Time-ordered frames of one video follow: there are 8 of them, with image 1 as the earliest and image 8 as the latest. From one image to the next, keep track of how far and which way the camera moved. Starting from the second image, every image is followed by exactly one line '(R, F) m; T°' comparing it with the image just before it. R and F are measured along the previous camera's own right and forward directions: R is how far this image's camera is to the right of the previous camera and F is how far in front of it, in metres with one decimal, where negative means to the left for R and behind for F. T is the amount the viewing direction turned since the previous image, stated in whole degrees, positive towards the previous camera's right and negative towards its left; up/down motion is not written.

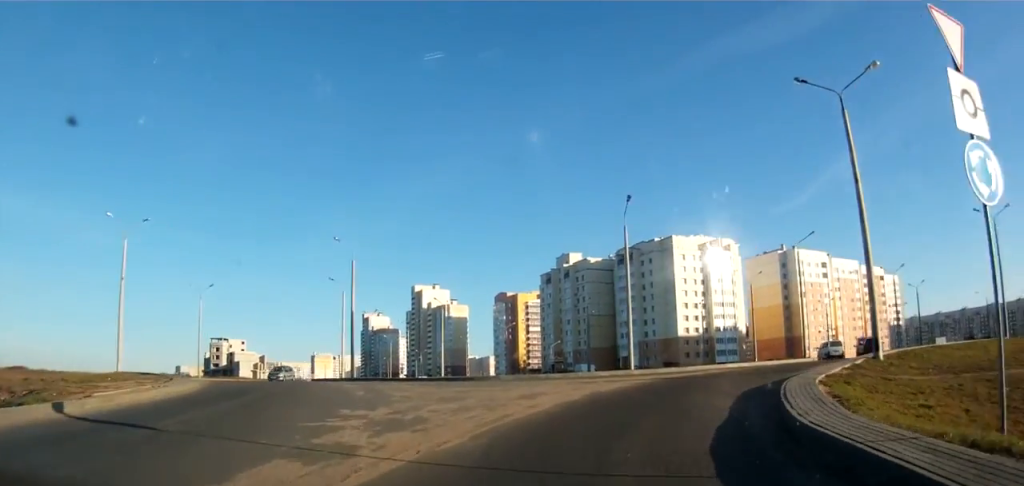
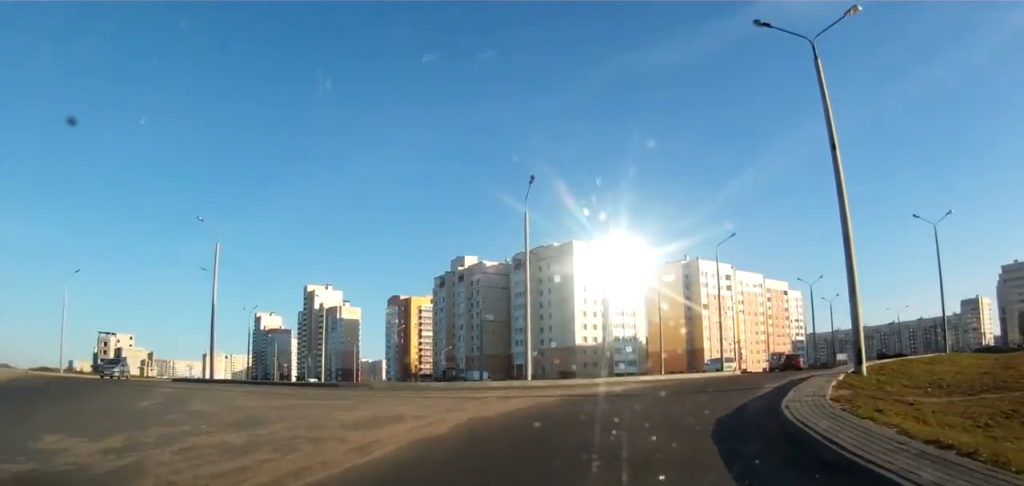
(0.0, +6.5) m; +6°
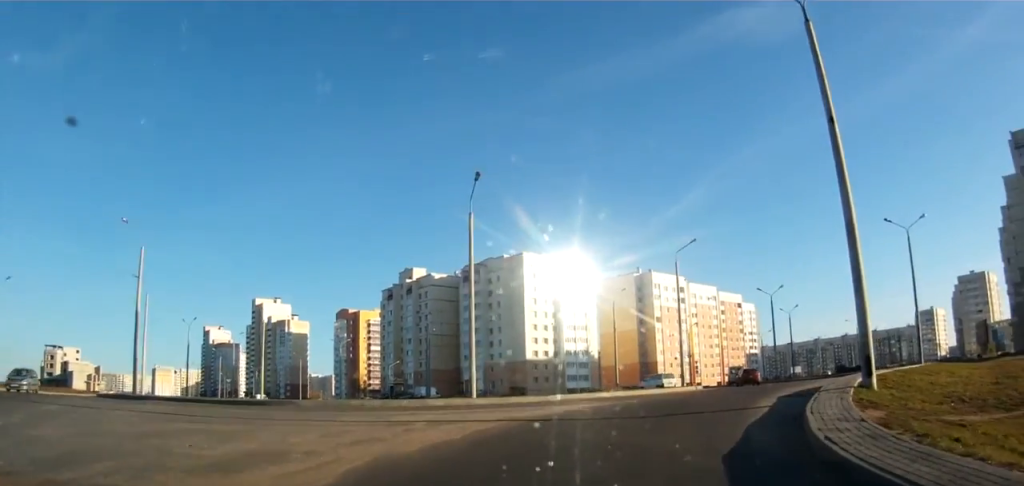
(+0.4, +3.4) m; +5°
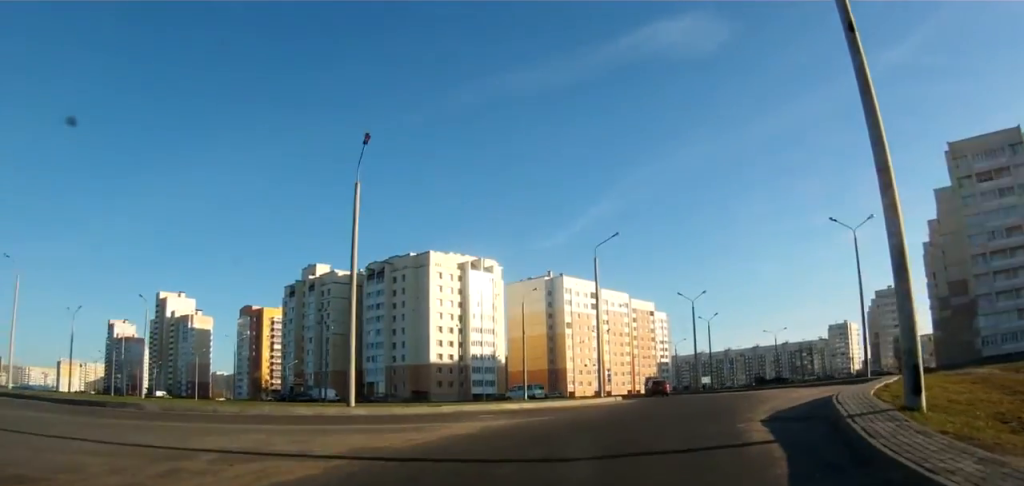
(+0.4, +5.7) m; +9°
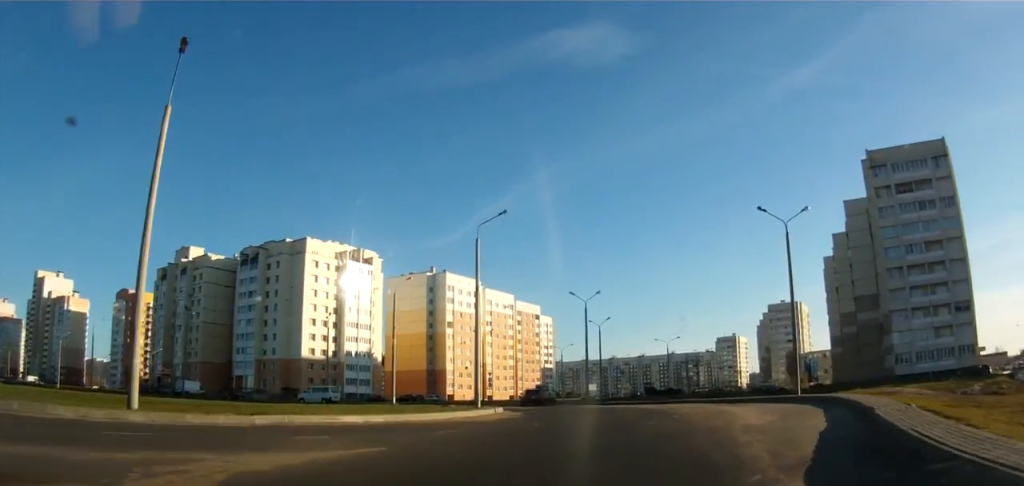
(+0.7, +7.4) m; +11°
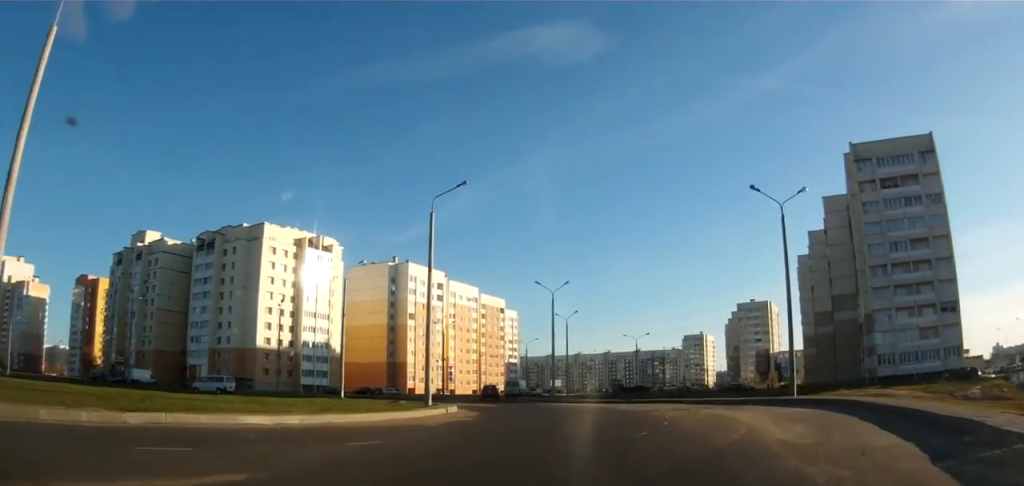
(+0.5, +4.6) m; +3°
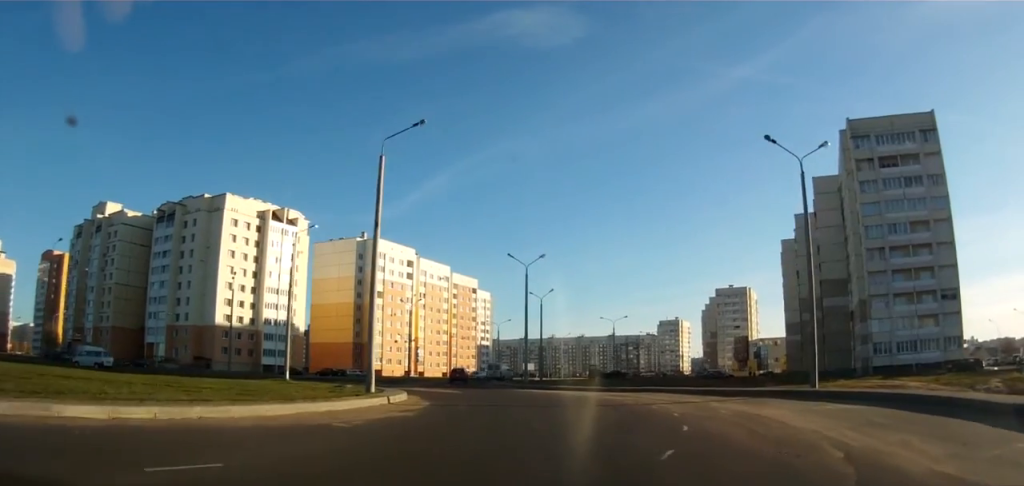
(-0.1, +5.5) m; +1°
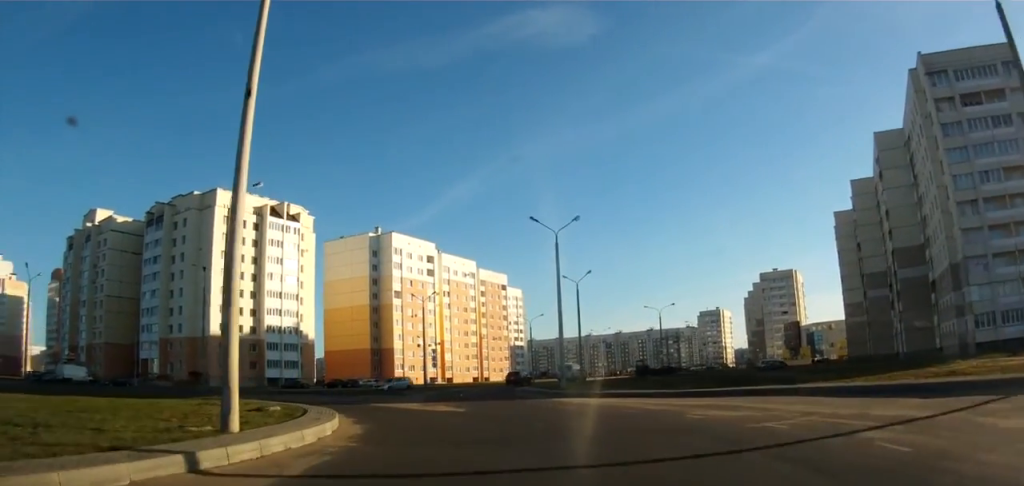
(+0.1, +12.9) m; -1°
